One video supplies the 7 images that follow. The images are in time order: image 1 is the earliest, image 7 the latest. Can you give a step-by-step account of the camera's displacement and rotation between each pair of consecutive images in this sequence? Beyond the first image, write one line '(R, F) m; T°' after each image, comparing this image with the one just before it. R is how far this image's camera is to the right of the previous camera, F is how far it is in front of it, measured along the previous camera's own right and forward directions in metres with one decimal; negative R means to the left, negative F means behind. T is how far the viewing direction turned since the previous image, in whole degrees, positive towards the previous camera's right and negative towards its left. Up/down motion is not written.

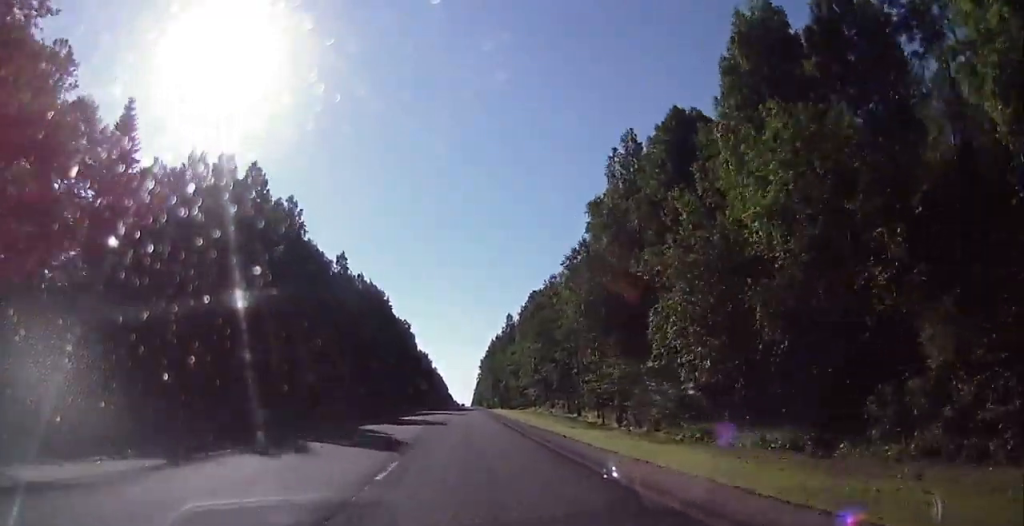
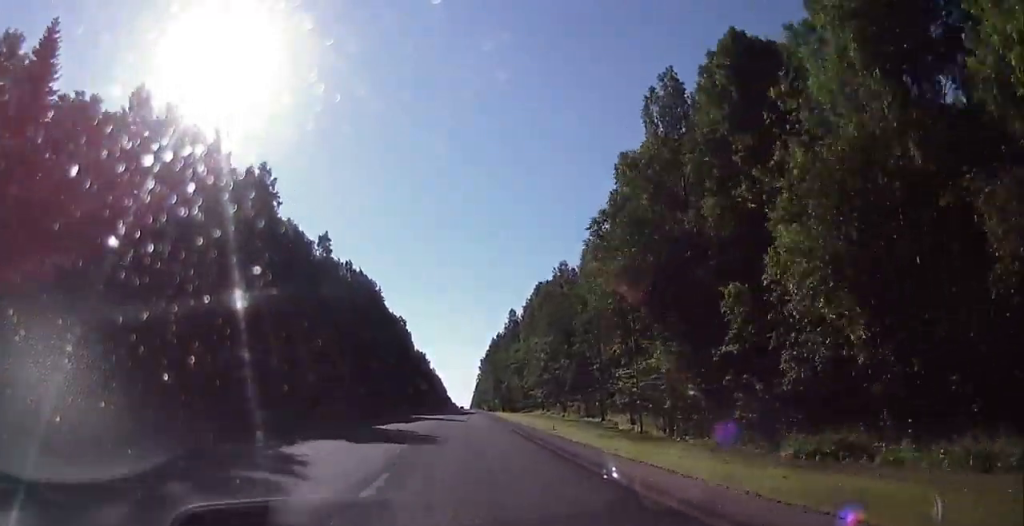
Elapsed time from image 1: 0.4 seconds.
(0.0, +13.9) m; 0°
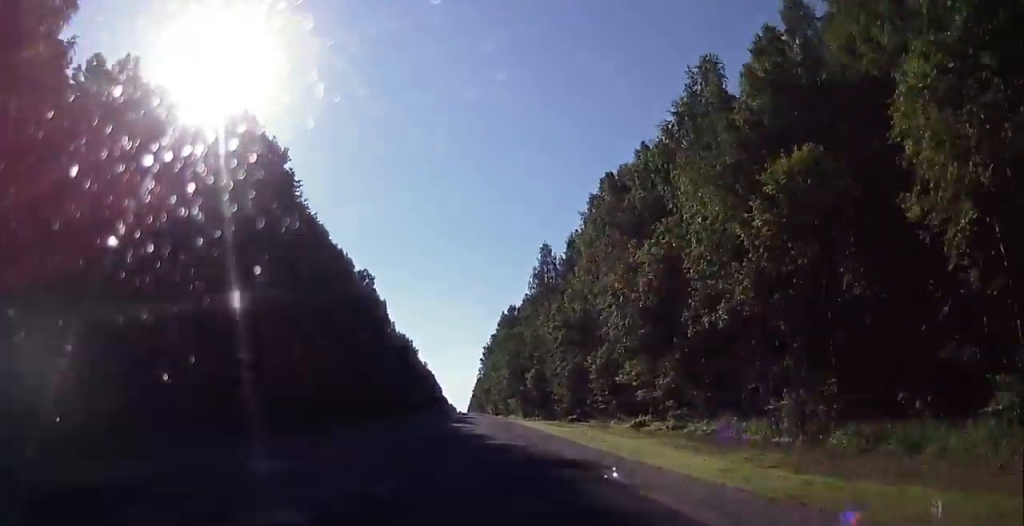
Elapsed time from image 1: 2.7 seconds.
(+0.1, +72.3) m; 0°
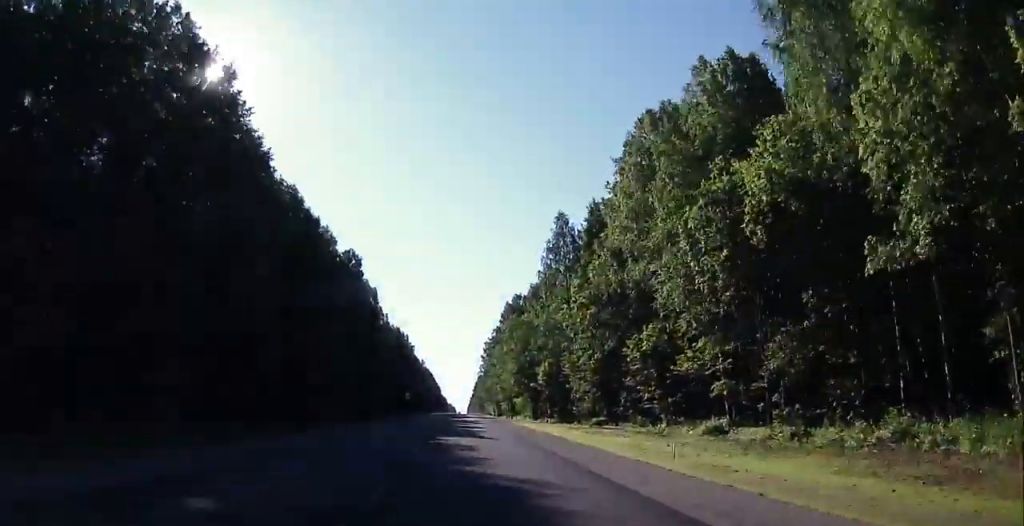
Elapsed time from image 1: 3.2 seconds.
(0.0, +16.9) m; 0°
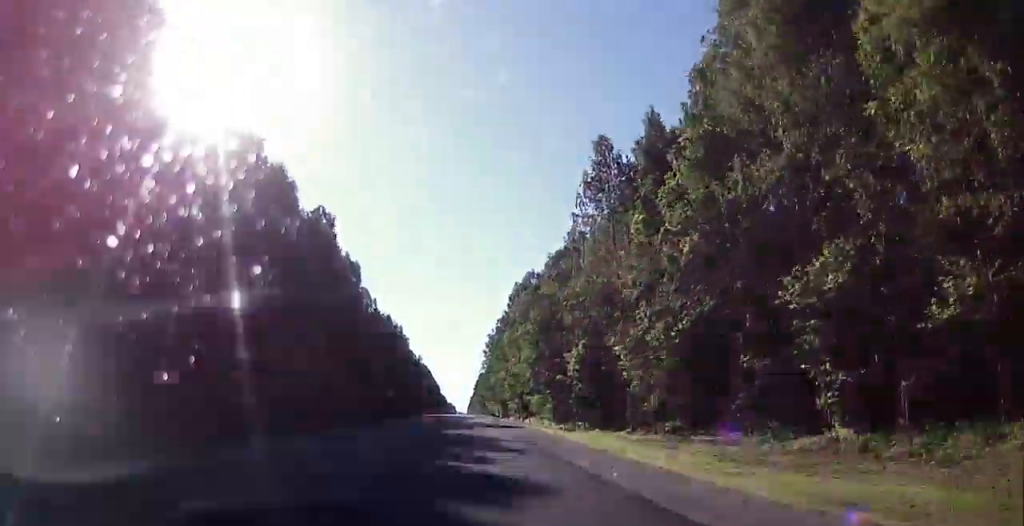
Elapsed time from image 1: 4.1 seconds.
(+0.1, +26.0) m; -1°
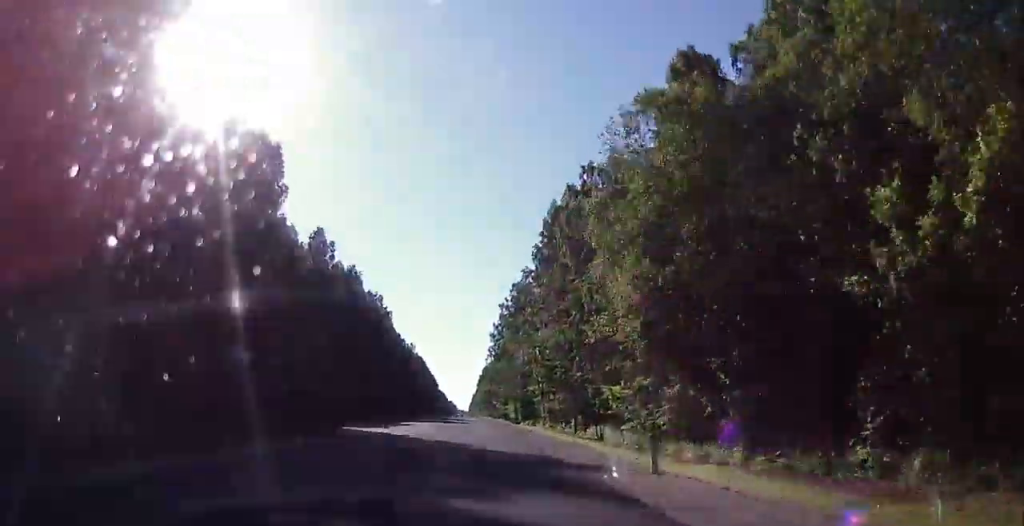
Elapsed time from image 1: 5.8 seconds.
(-1.2, +54.9) m; -1°
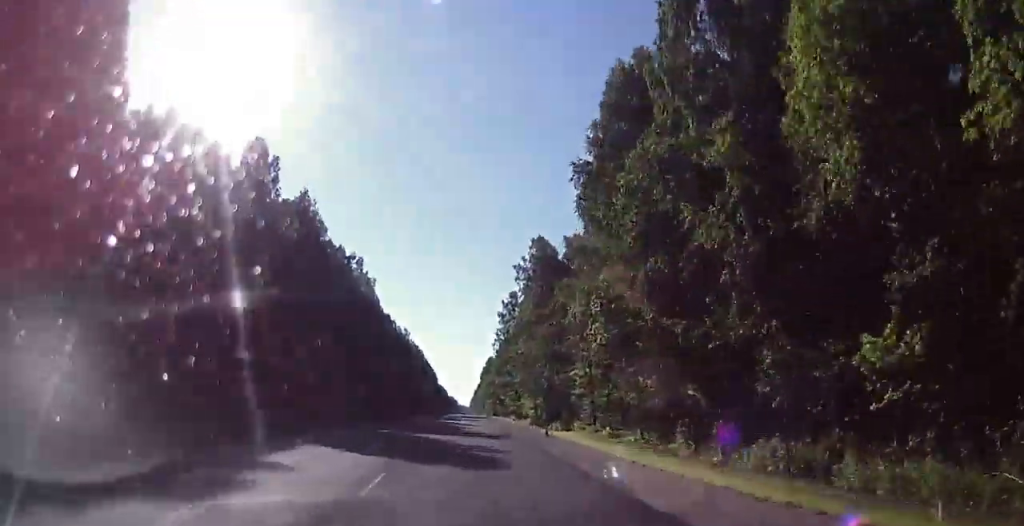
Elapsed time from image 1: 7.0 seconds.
(0.0, +34.8) m; 0°
